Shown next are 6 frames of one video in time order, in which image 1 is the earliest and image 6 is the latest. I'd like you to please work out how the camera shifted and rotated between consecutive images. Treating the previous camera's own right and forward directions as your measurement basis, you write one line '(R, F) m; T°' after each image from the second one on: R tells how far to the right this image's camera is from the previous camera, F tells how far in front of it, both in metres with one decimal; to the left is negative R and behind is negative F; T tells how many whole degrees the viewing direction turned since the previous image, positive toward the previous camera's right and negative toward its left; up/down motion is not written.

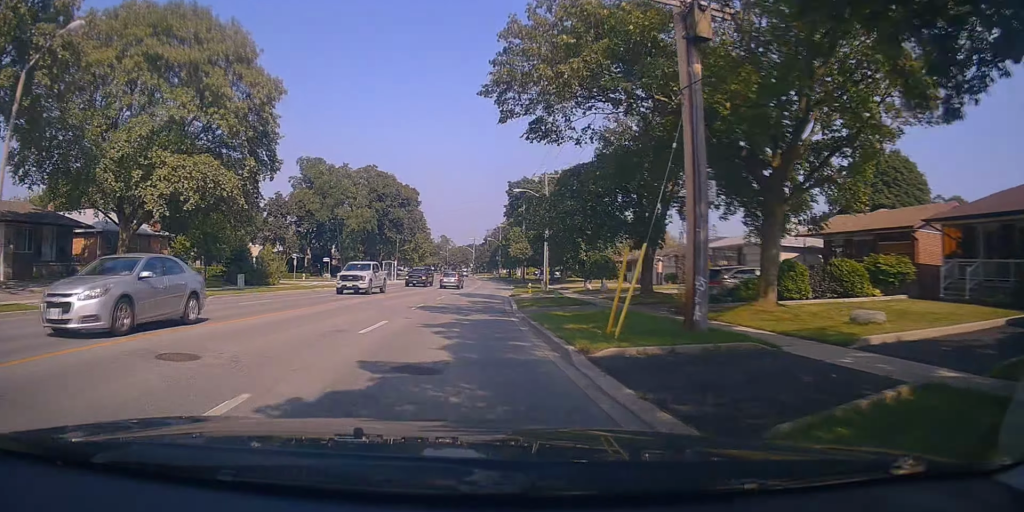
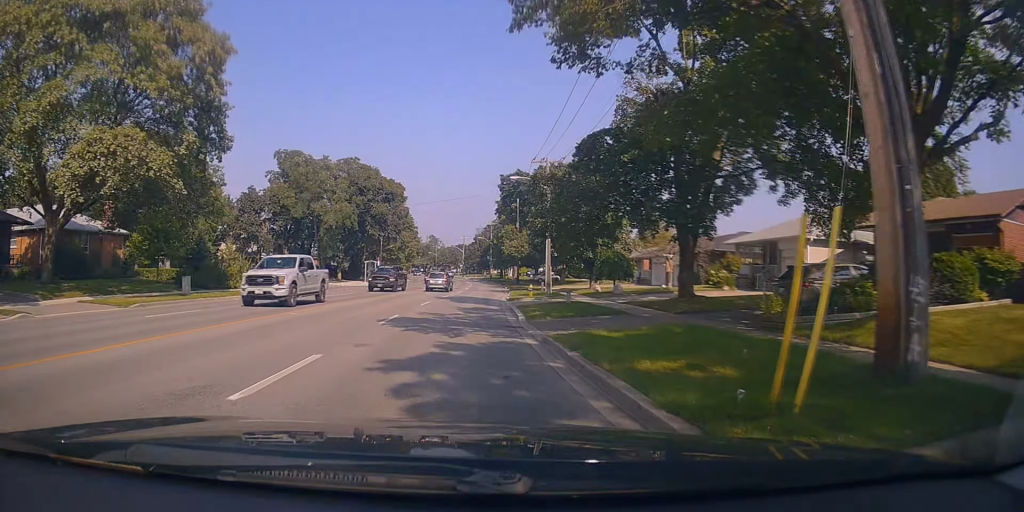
(-0.2, +6.3) m; 0°
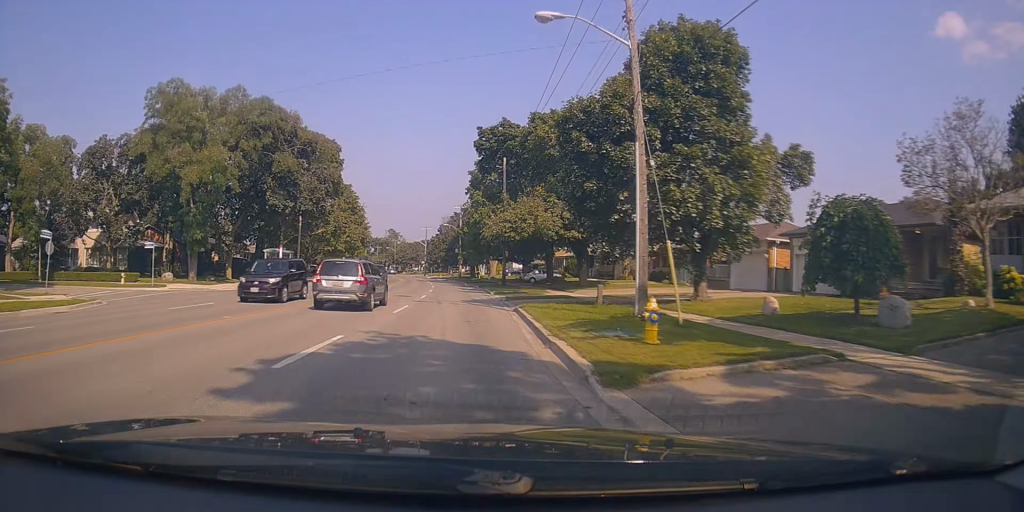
(+1.8, +26.5) m; +6°
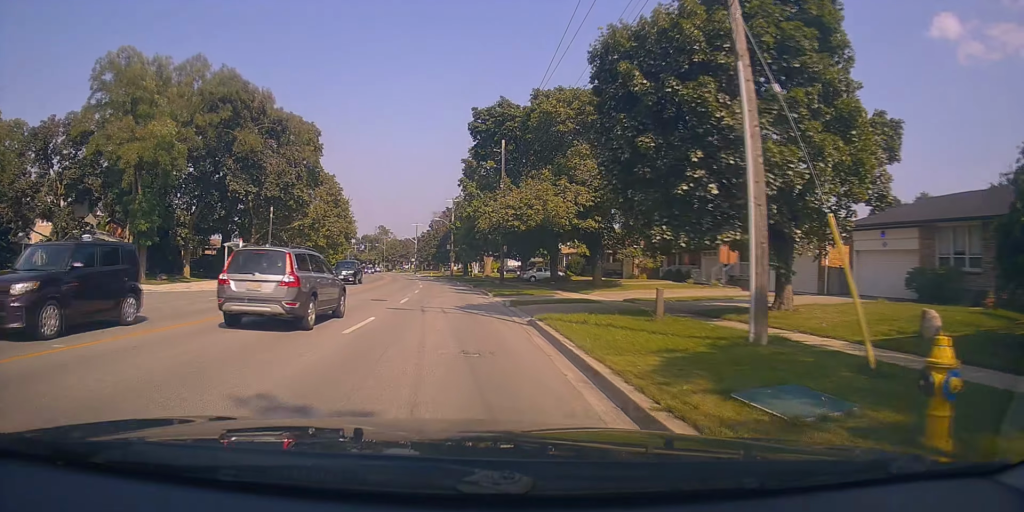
(+0.1, +6.4) m; +1°
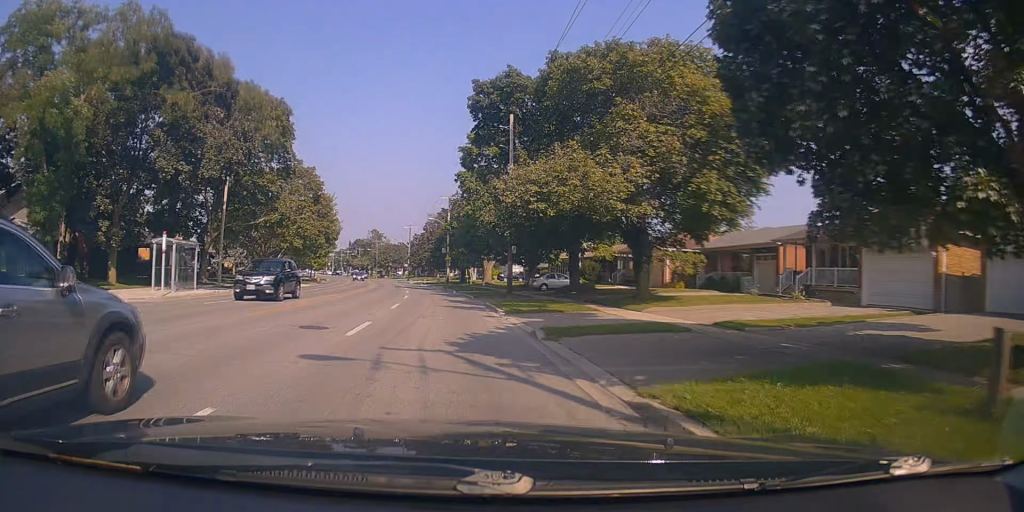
(0.0, +9.3) m; 0°
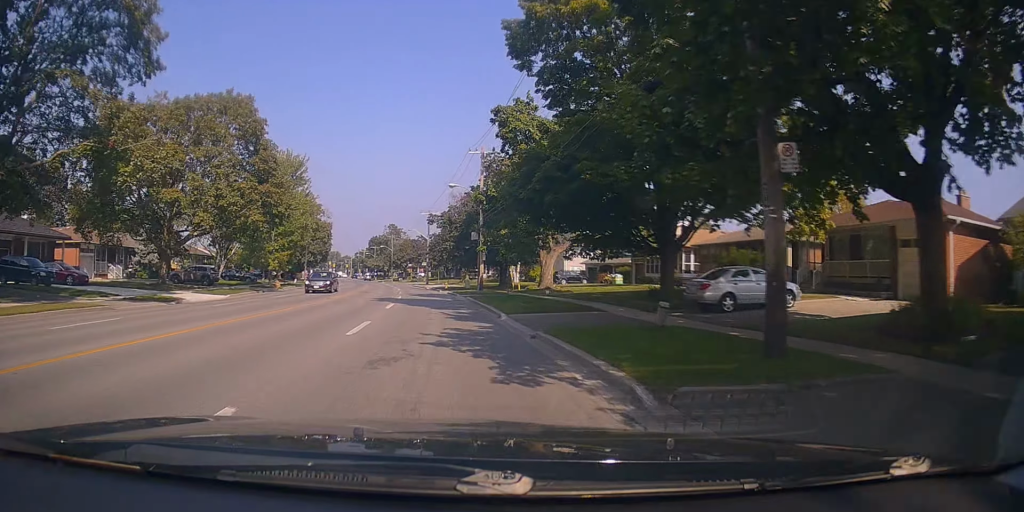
(0.0, +28.6) m; -3°
